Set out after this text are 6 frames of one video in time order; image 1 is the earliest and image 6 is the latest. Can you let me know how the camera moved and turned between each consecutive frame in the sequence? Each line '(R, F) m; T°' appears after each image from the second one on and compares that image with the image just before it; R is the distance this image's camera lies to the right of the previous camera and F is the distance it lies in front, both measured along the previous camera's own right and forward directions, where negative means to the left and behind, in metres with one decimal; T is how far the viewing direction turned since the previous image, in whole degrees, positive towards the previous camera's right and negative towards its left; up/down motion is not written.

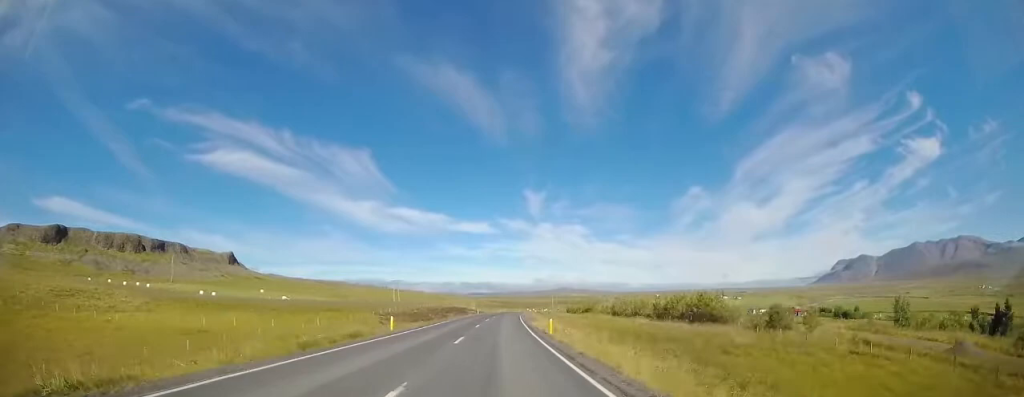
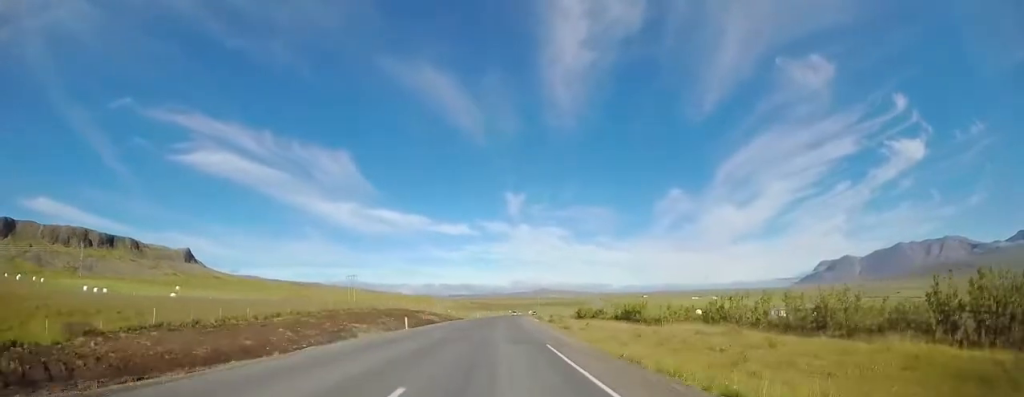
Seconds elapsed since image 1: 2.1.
(+0.7, +48.4) m; +2°
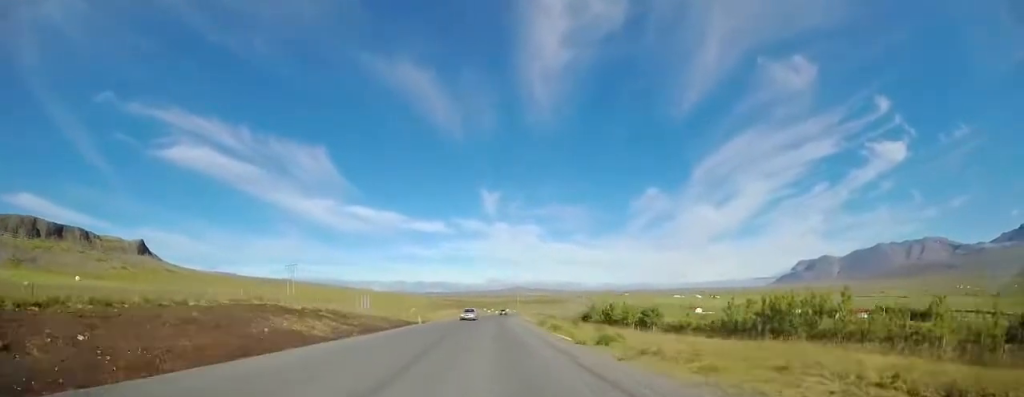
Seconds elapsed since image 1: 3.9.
(+1.1, +41.1) m; +3°
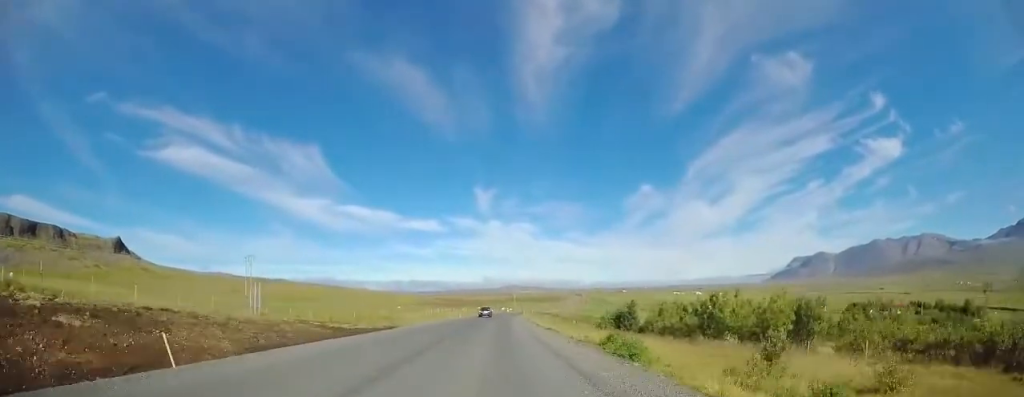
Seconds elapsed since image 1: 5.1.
(+0.5, +28.1) m; +2°
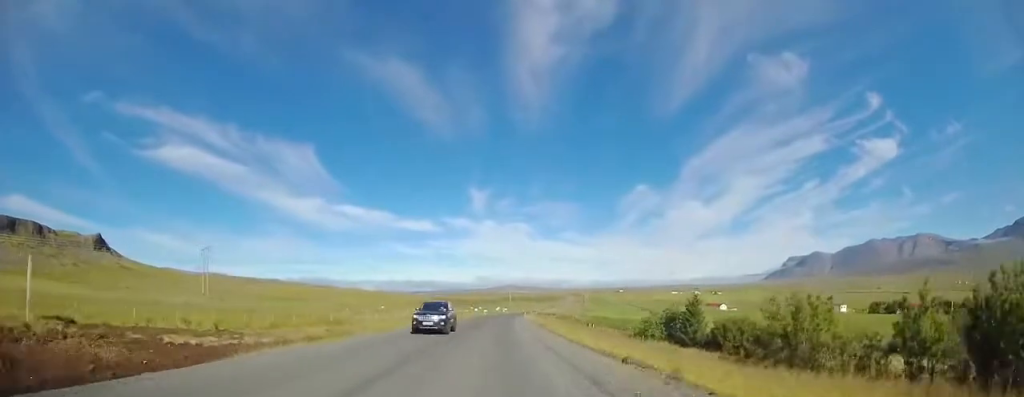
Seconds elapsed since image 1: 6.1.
(+0.2, +21.4) m; +1°
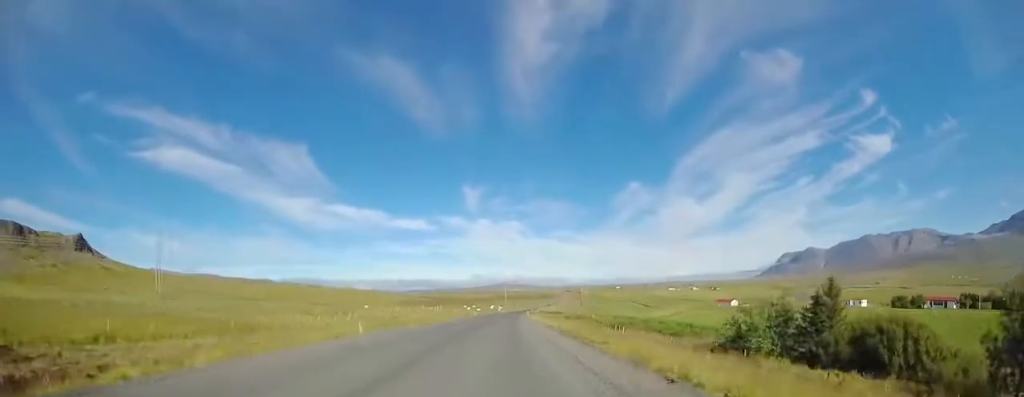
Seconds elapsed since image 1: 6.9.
(+0.2, +19.2) m; +1°
